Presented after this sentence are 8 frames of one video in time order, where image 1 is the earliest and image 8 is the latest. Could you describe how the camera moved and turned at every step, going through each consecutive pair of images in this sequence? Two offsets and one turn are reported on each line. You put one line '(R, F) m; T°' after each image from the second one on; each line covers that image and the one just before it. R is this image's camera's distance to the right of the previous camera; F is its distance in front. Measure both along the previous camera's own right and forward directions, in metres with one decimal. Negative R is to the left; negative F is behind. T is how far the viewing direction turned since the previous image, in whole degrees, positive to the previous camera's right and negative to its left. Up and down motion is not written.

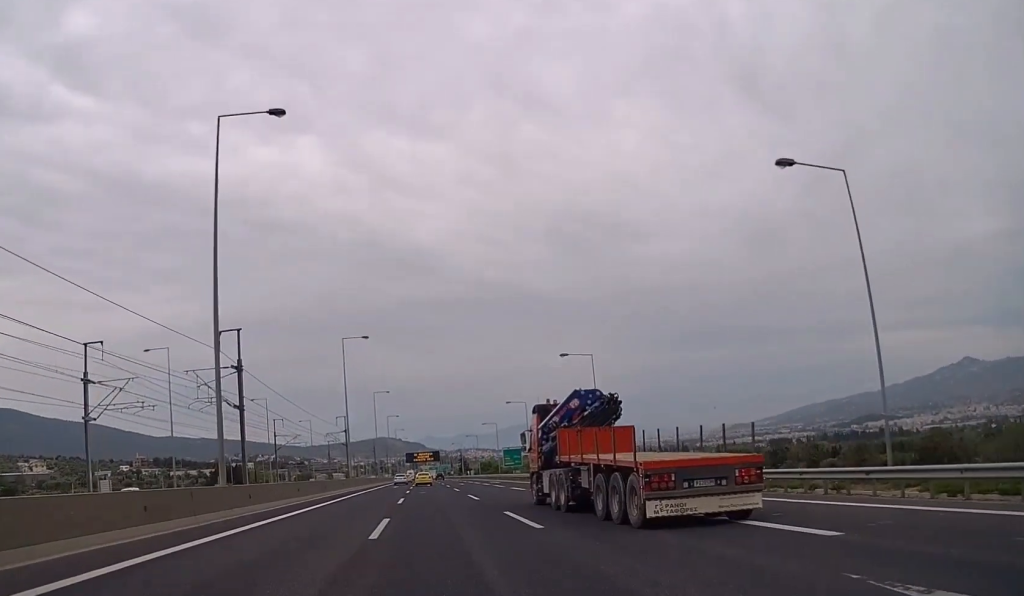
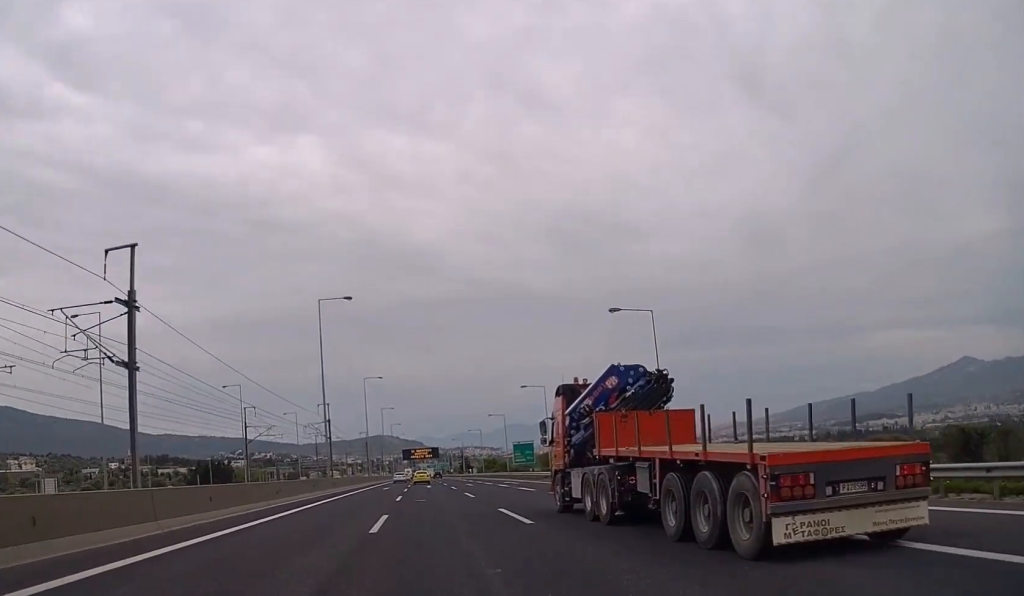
(+0.1, +17.1) m; 0°
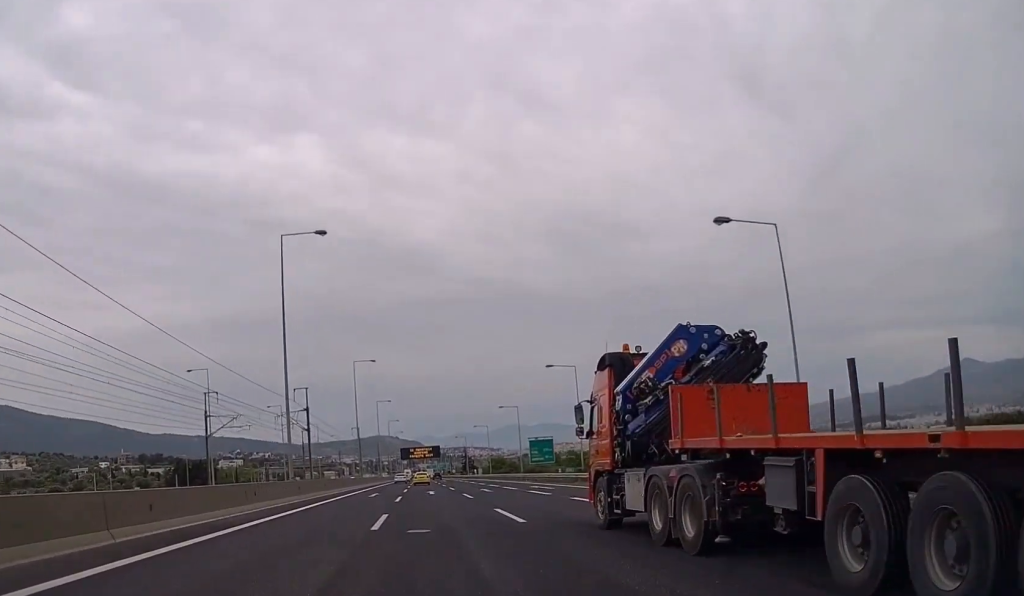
(0.0, +17.2) m; 0°
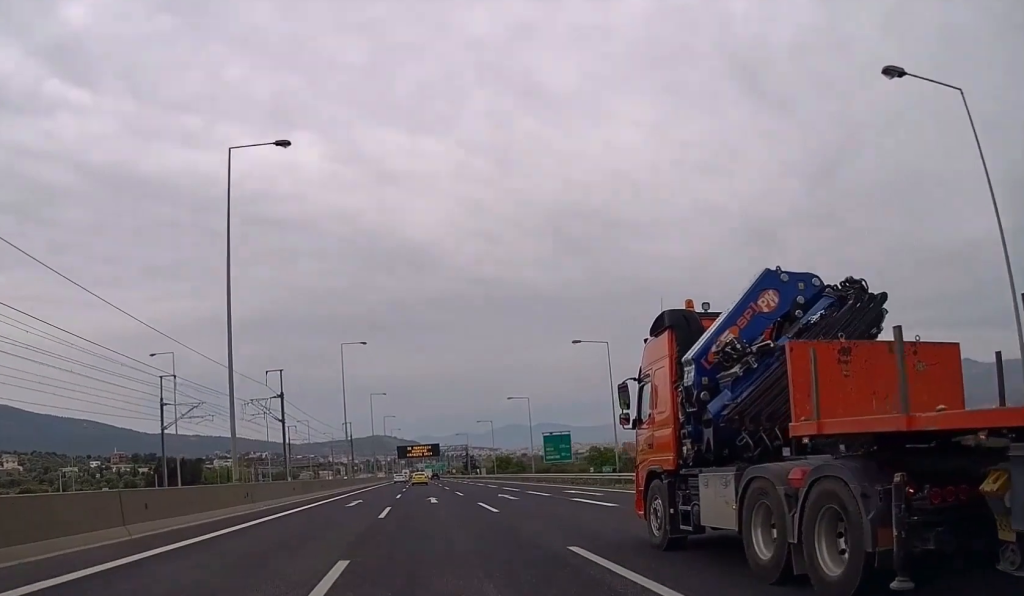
(0.0, +12.6) m; 0°
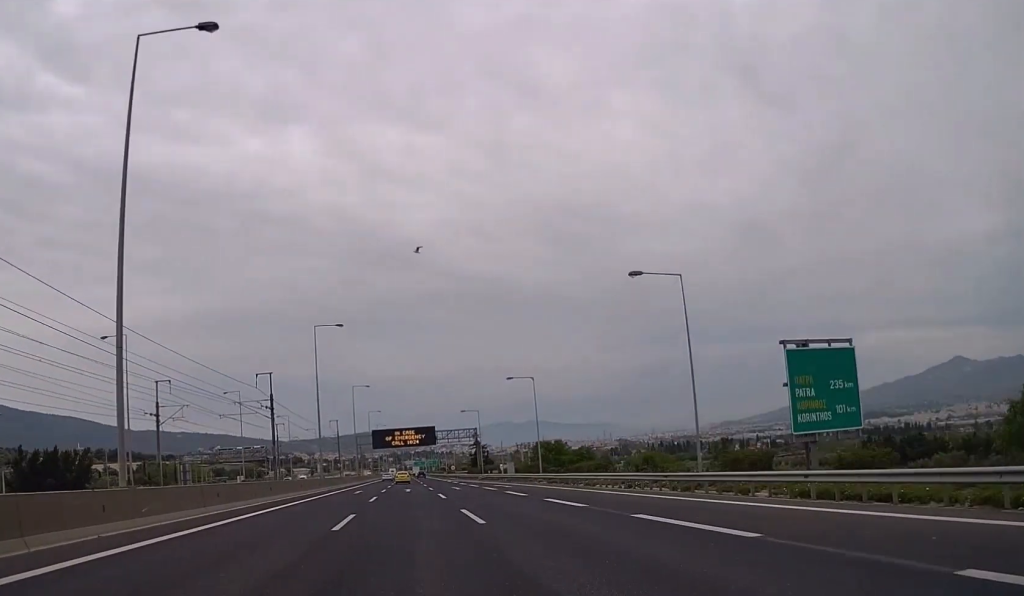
(+0.2, +59.5) m; 0°
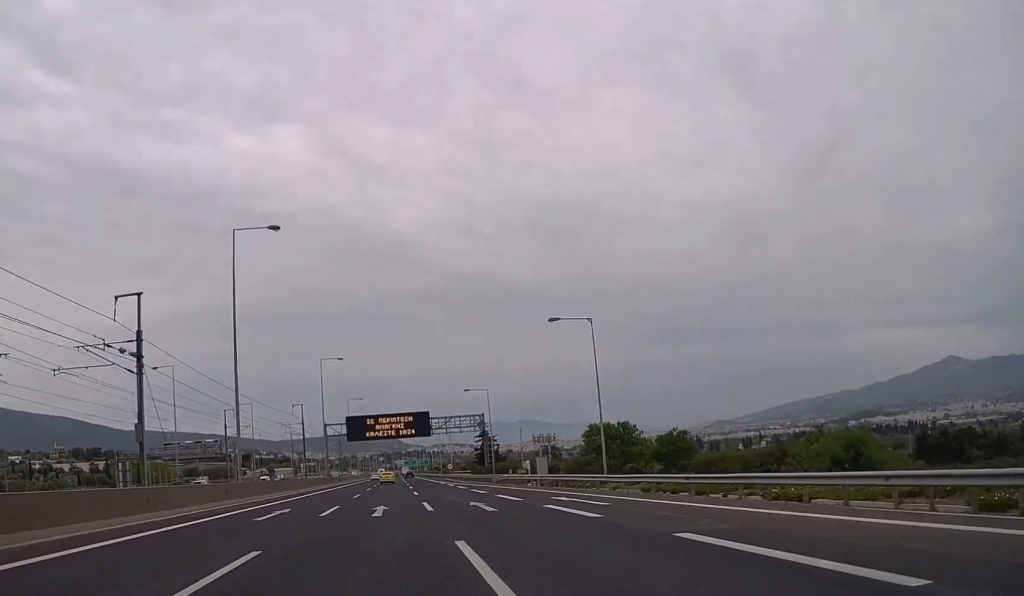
(+0.2, +28.8) m; +1°
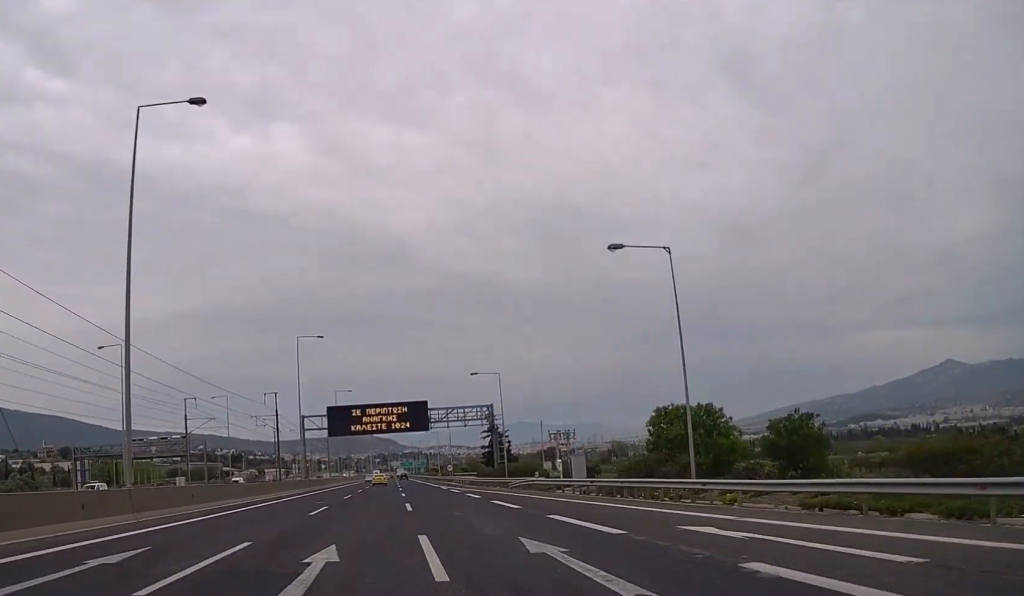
(+0.1, +16.2) m; 0°
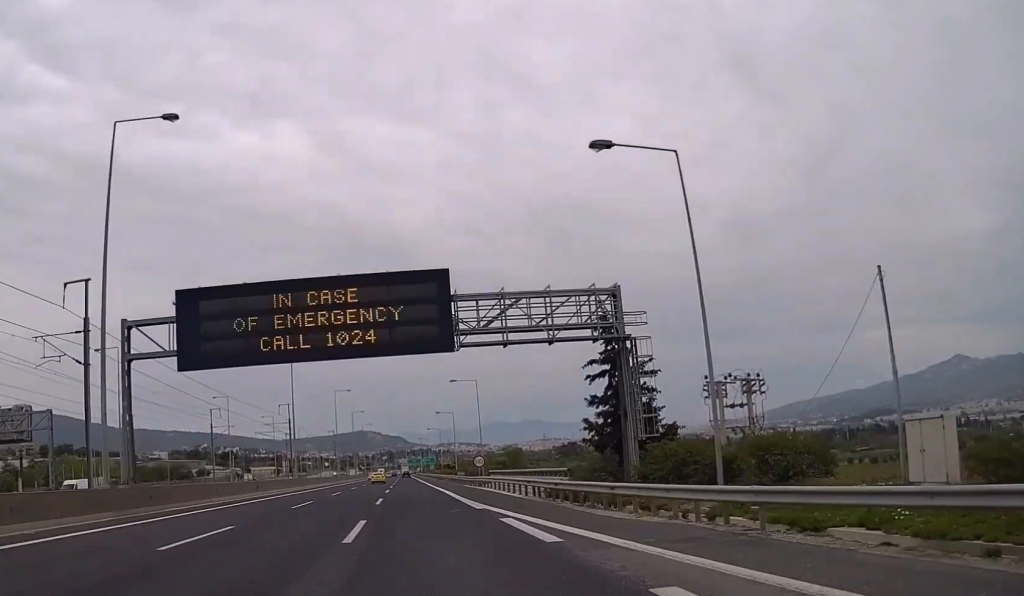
(+0.4, +48.7) m; 0°
